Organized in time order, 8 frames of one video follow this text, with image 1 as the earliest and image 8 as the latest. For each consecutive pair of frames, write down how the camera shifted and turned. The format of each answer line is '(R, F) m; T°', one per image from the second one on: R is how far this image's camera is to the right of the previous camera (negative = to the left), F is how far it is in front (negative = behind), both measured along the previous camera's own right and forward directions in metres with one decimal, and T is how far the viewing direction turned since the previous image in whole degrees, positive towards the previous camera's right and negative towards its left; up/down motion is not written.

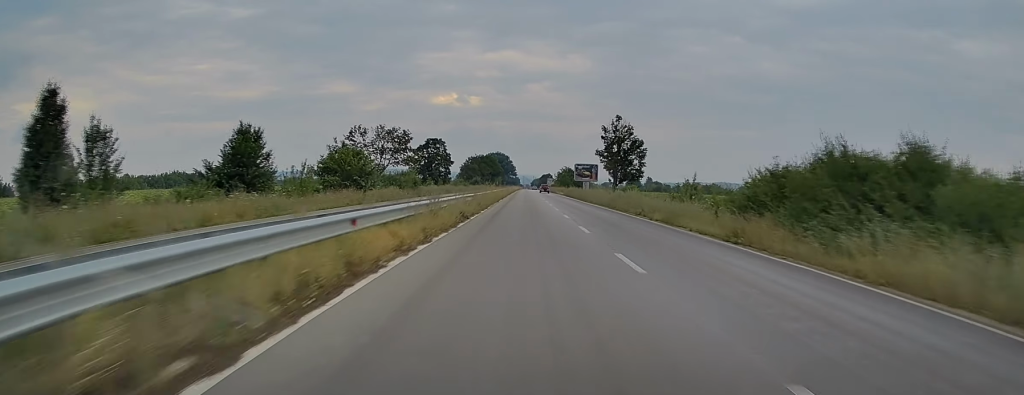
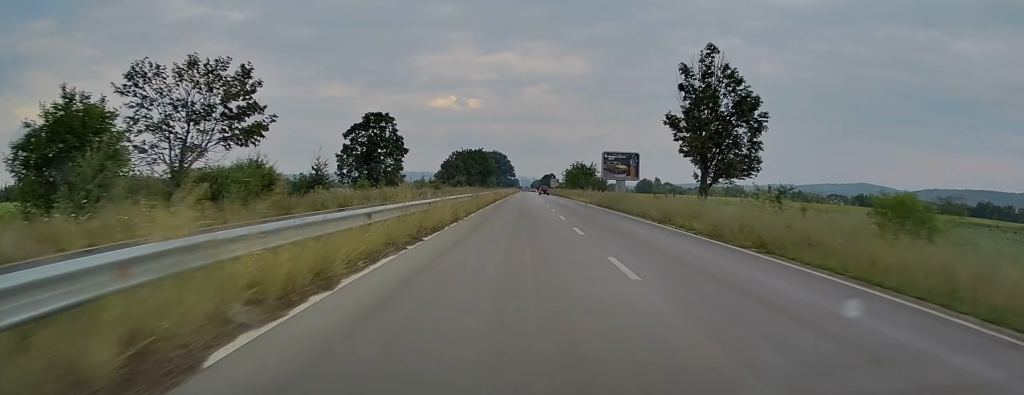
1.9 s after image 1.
(+0.9, +45.7) m; +2°
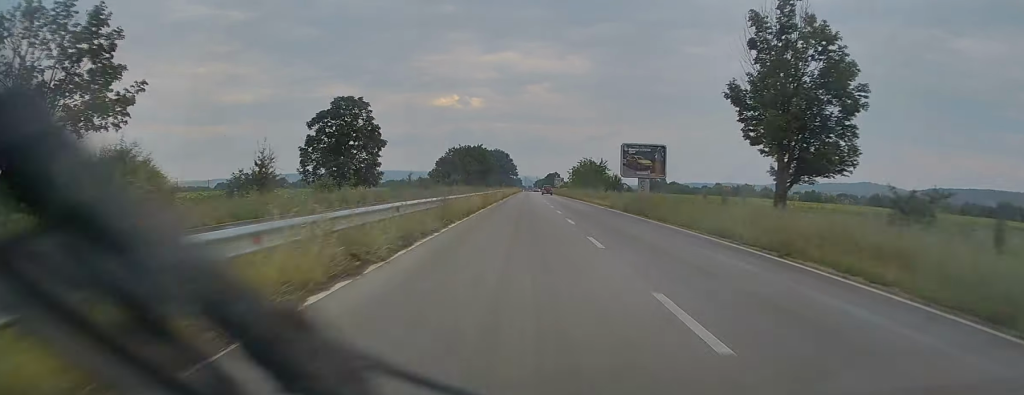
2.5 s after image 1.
(+0.2, +13.4) m; 0°
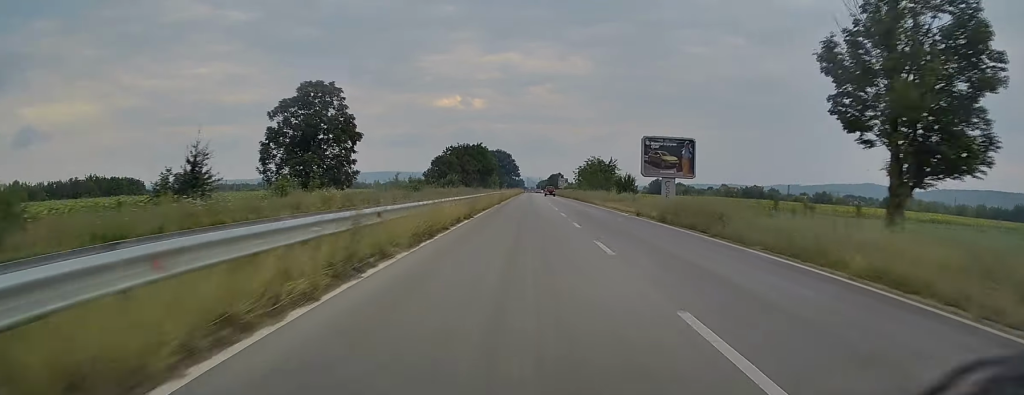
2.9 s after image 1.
(-0.2, +10.3) m; -1°
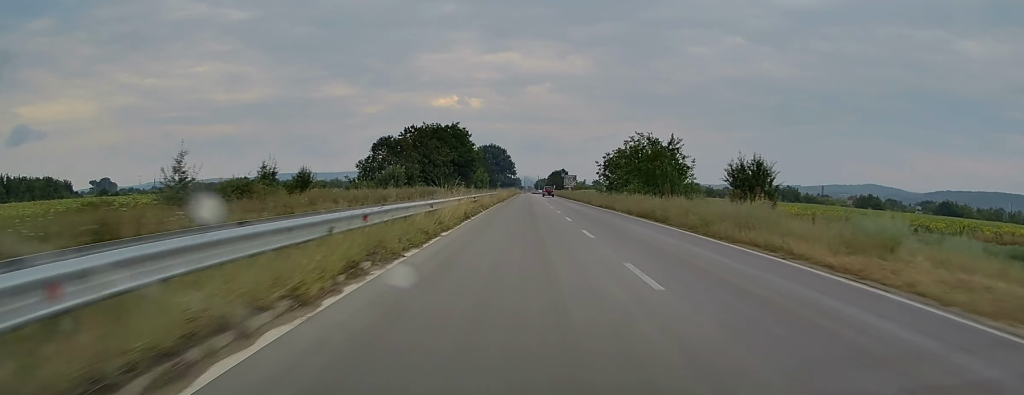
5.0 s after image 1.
(-0.6, +49.6) m; -1°
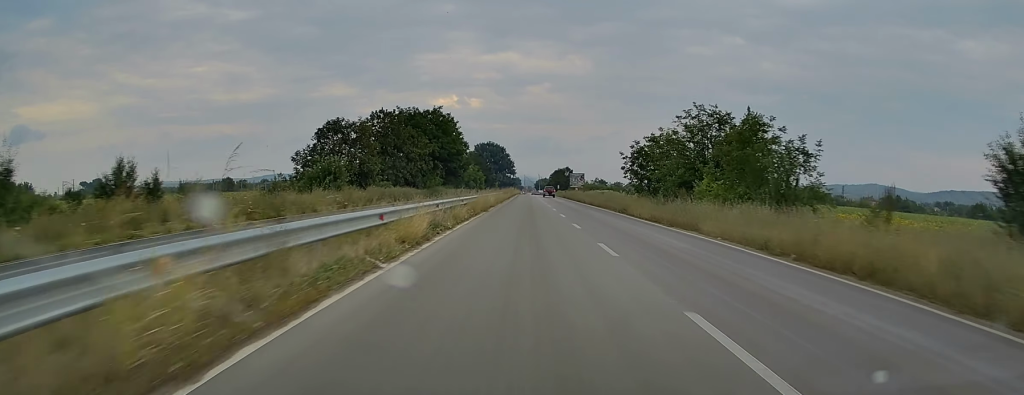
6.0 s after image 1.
(0.0, +22.8) m; 0°
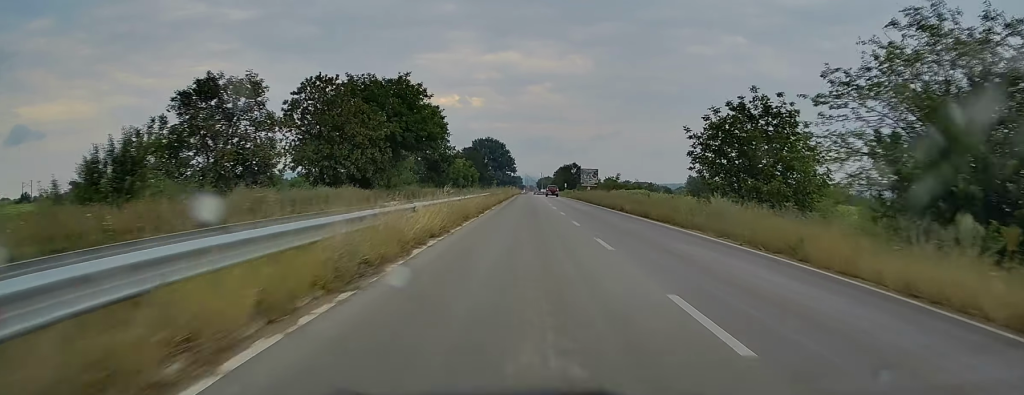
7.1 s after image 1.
(0.0, +26.0) m; 0°
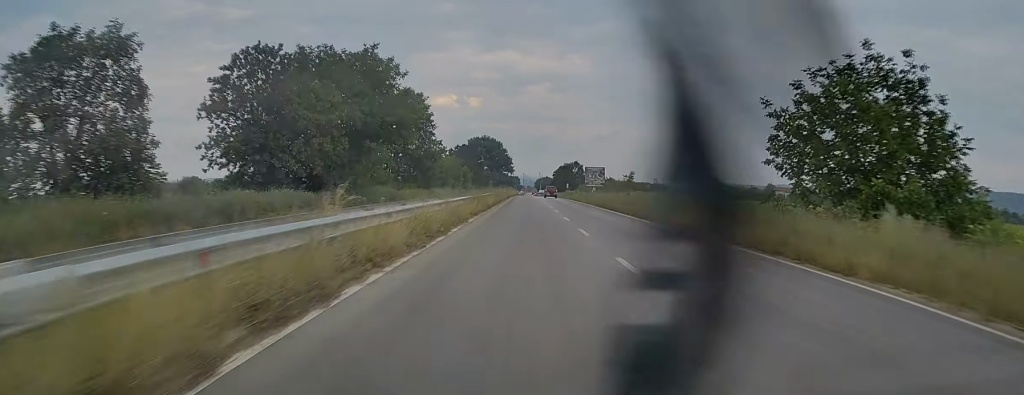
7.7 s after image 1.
(0.0, +13.4) m; 0°
